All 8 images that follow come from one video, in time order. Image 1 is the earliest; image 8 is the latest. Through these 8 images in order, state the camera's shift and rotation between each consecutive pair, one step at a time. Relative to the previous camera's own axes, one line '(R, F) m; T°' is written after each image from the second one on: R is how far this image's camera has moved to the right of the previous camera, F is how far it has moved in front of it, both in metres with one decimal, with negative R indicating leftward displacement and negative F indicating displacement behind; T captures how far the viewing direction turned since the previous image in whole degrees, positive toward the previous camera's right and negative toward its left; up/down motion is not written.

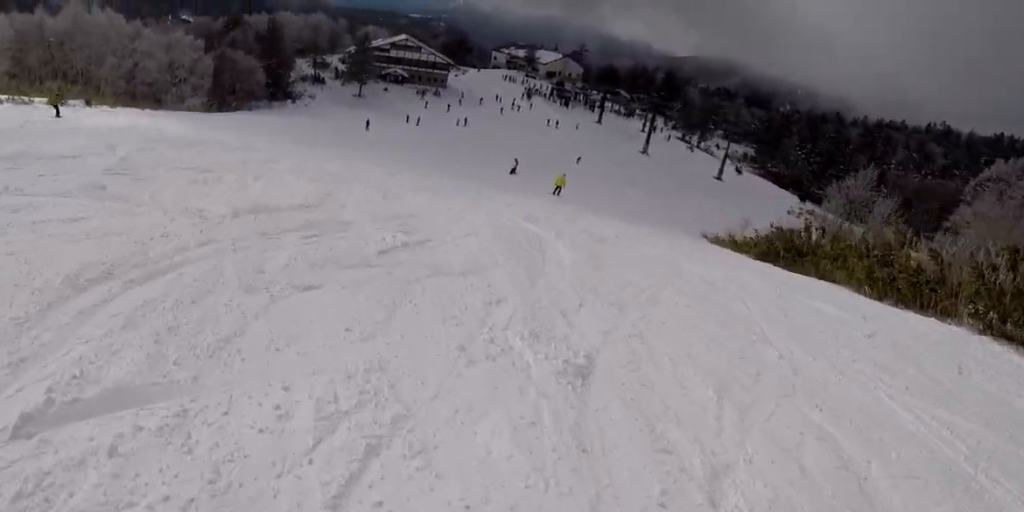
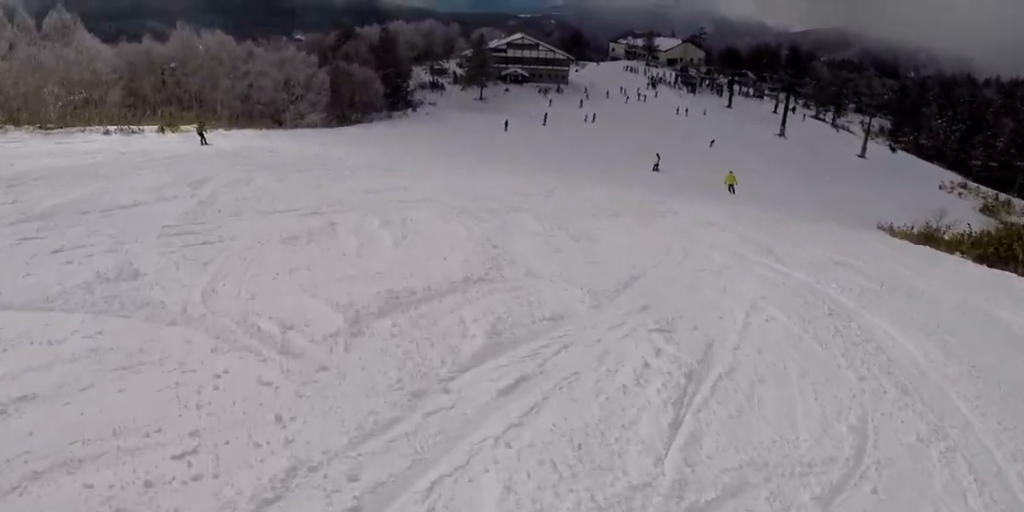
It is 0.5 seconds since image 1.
(-0.7, +3.9) m; -9°
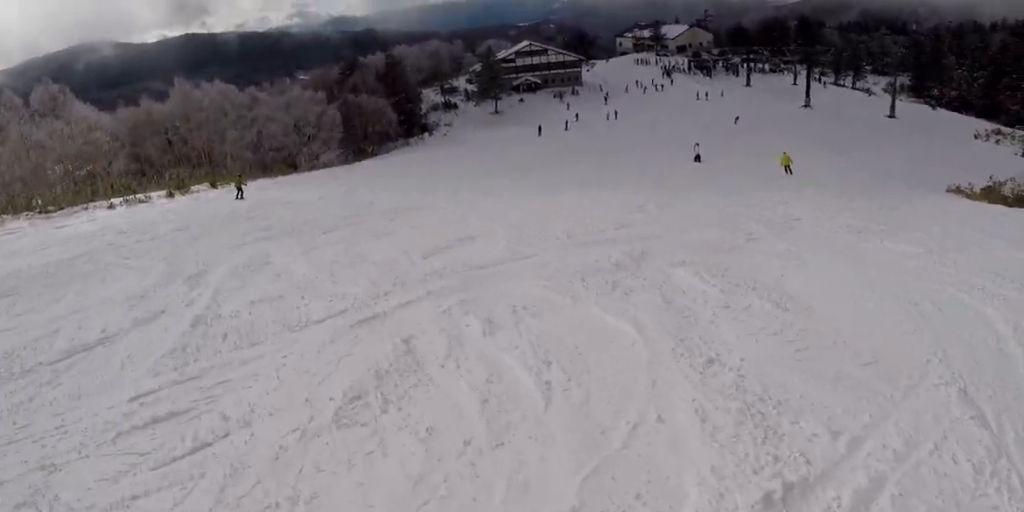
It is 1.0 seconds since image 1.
(-0.8, +3.6) m; -8°
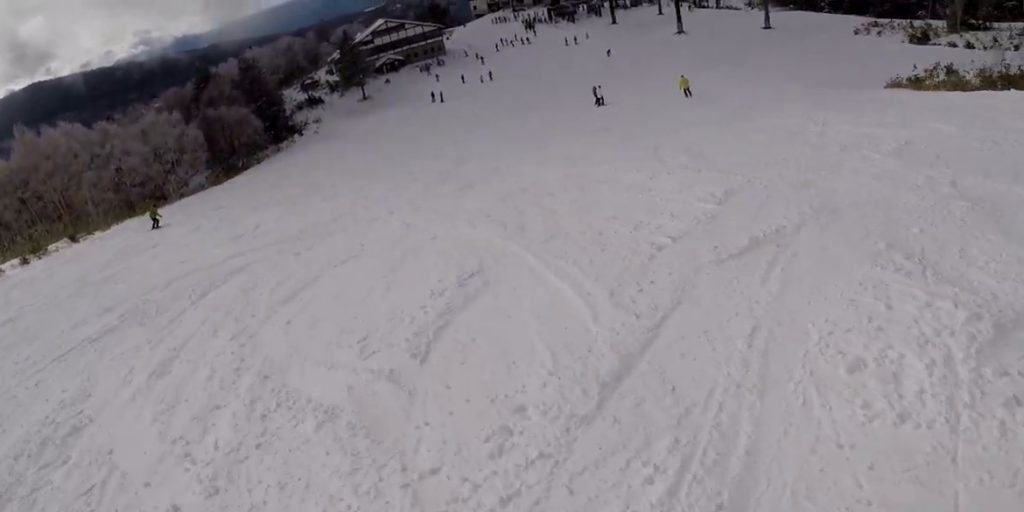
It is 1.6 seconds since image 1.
(-0.2, +5.4) m; +4°
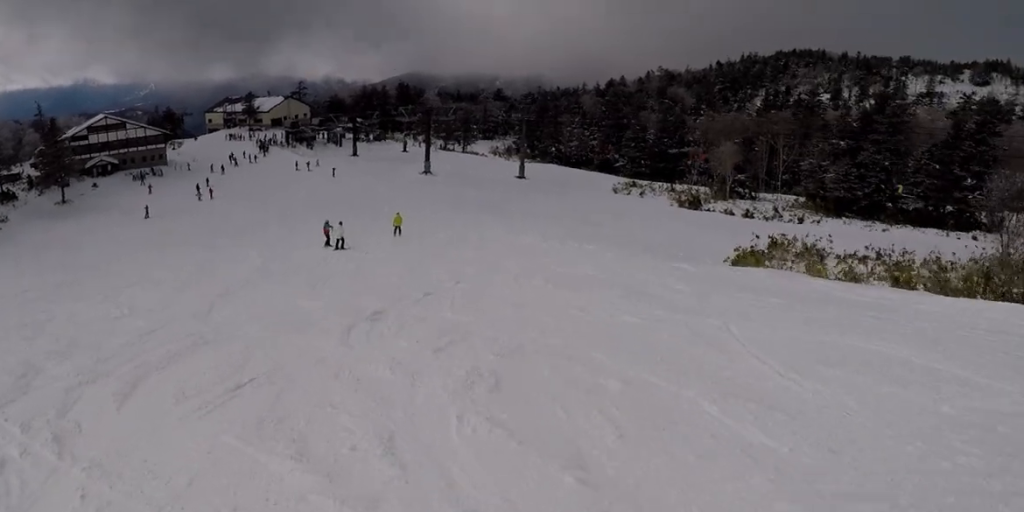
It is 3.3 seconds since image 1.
(+3.0, +13.4) m; +24°
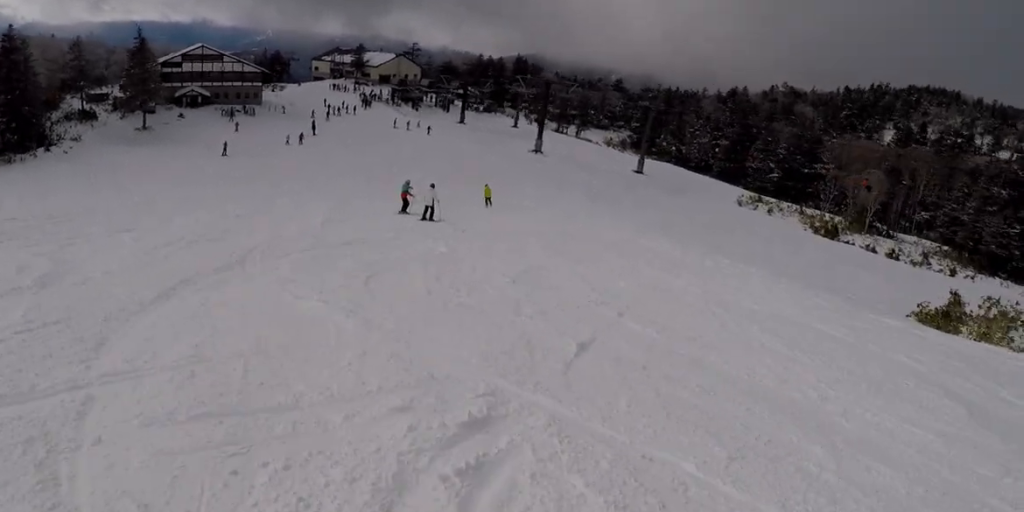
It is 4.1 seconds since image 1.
(+0.6, +8.1) m; 0°
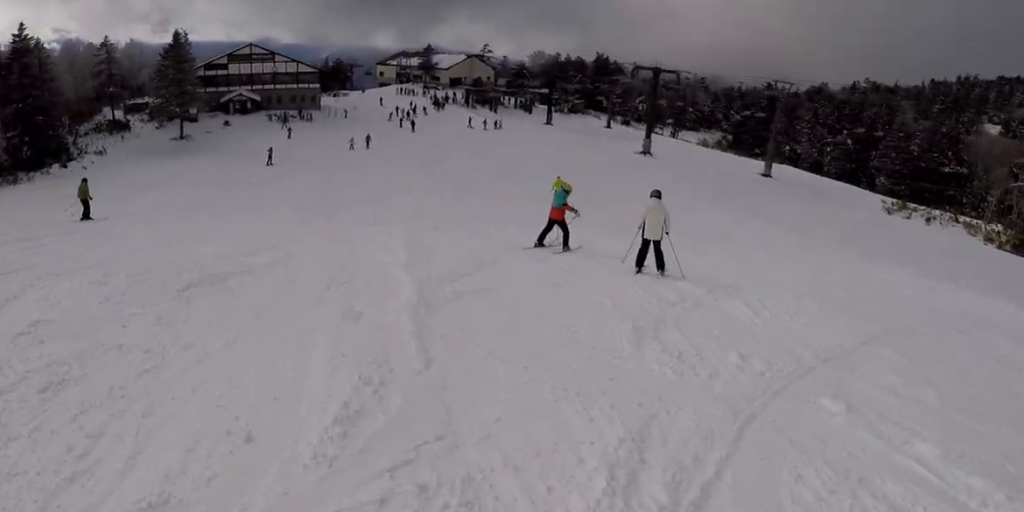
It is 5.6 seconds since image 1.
(-1.1, +14.5) m; -7°
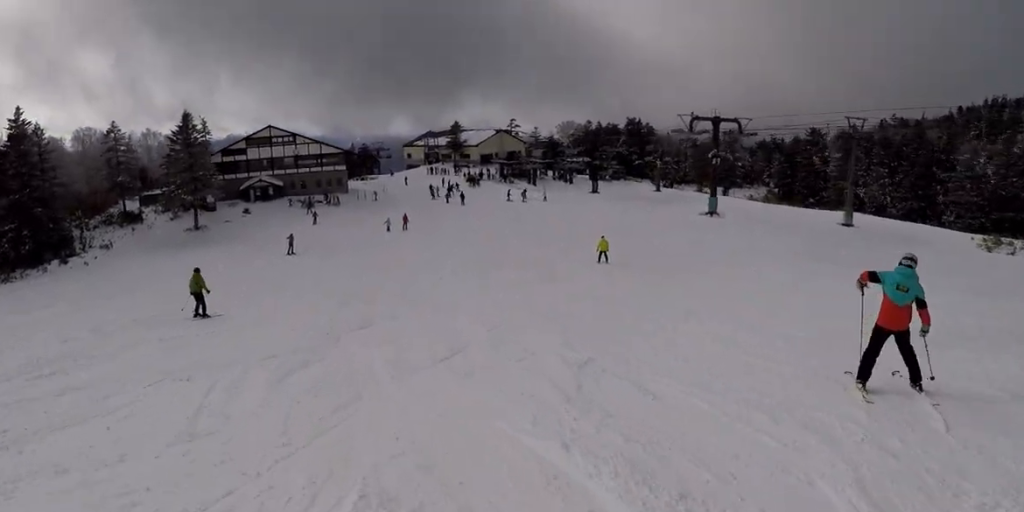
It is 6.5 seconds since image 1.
(-0.3, +9.0) m; -5°
